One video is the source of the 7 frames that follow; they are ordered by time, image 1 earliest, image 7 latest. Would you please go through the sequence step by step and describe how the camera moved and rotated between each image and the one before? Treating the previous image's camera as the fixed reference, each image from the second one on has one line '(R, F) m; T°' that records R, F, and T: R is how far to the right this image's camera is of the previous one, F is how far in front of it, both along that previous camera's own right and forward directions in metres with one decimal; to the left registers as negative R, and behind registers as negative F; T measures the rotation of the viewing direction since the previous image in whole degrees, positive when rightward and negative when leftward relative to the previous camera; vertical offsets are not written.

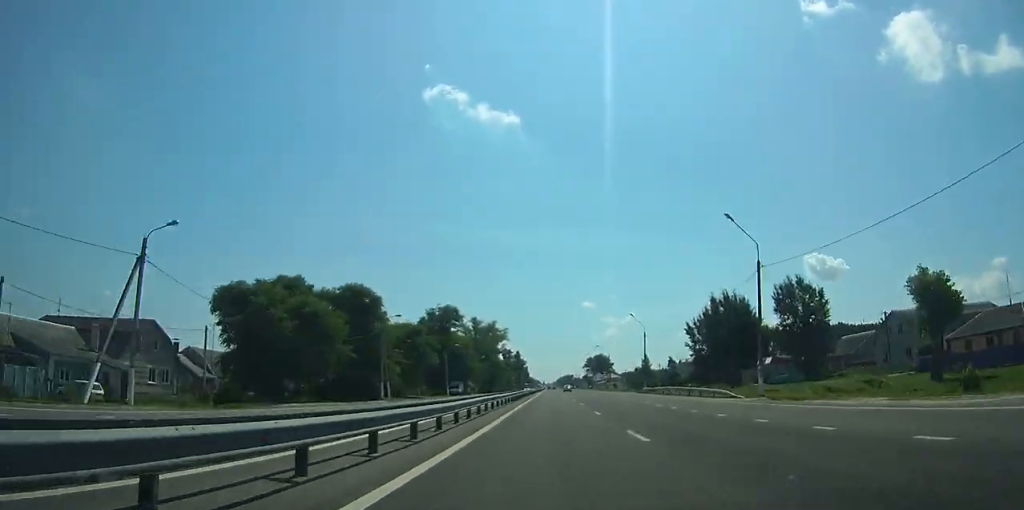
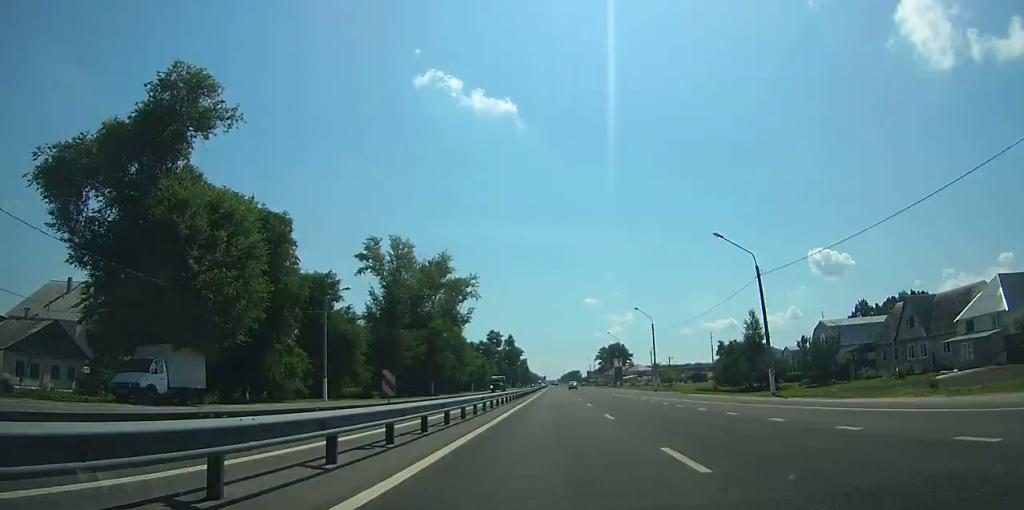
(-0.2, +85.0) m; 0°
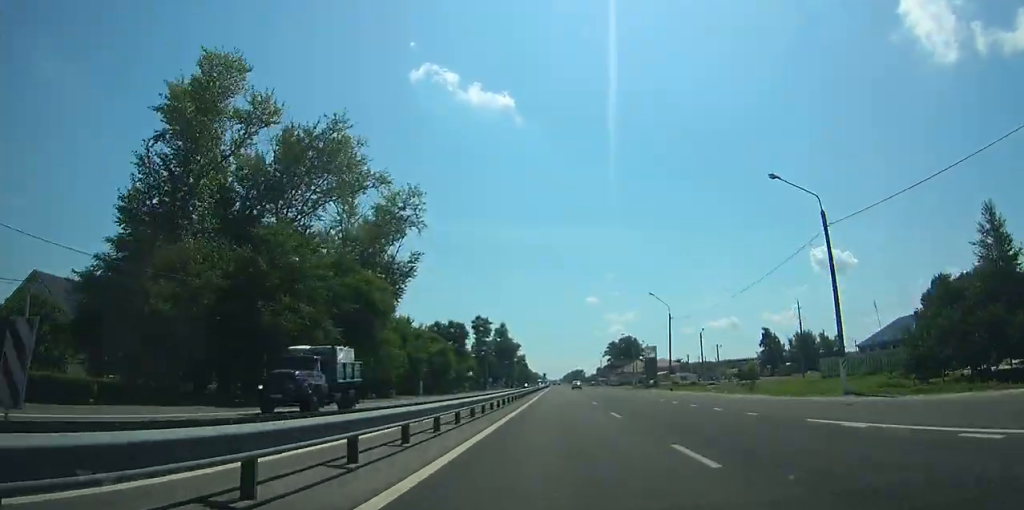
(-0.1, +46.9) m; 0°
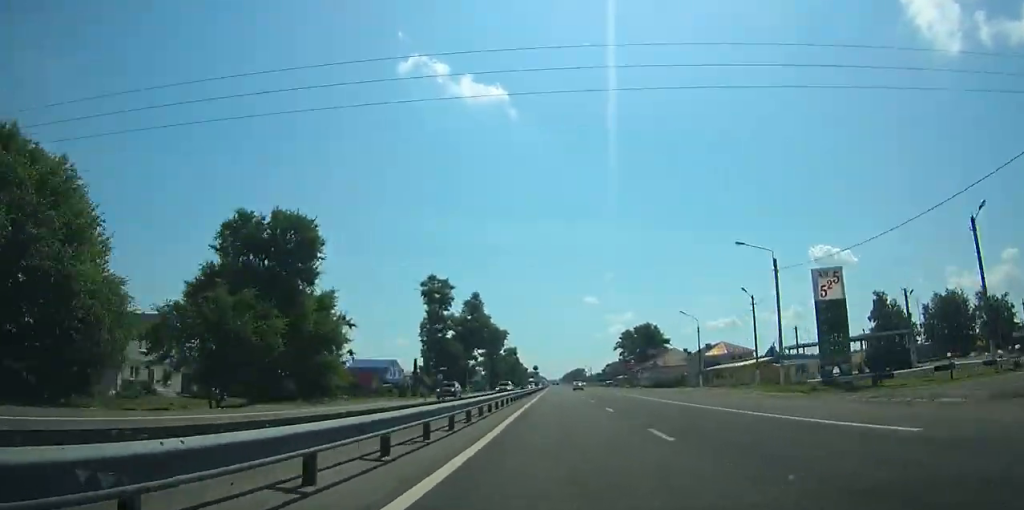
(+0.1, +69.0) m; 0°
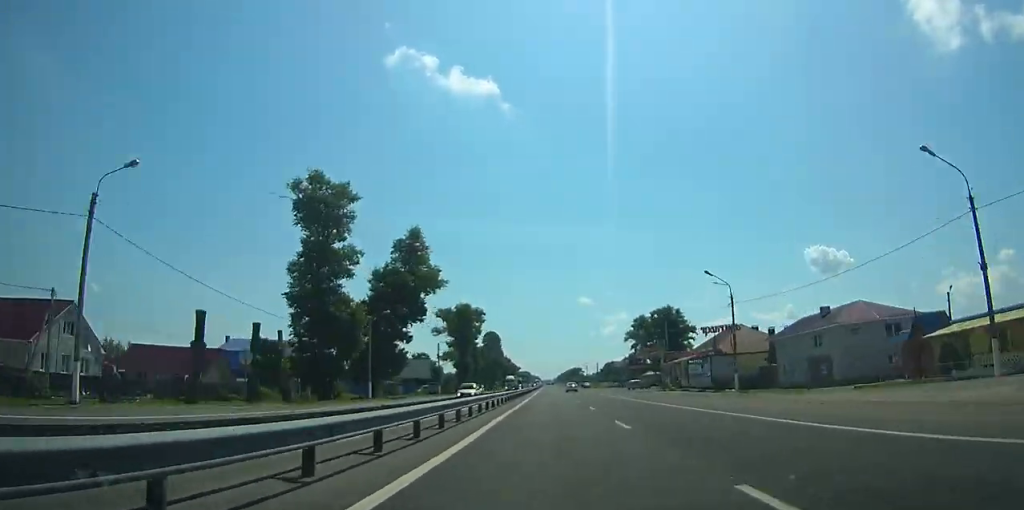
(+0.3, +58.2) m; 0°
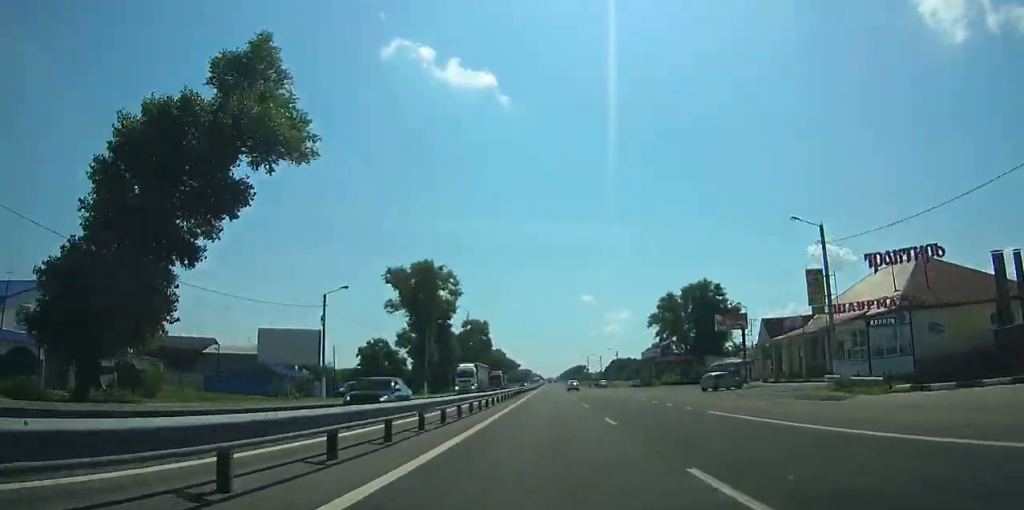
(-0.1, +46.3) m; 0°
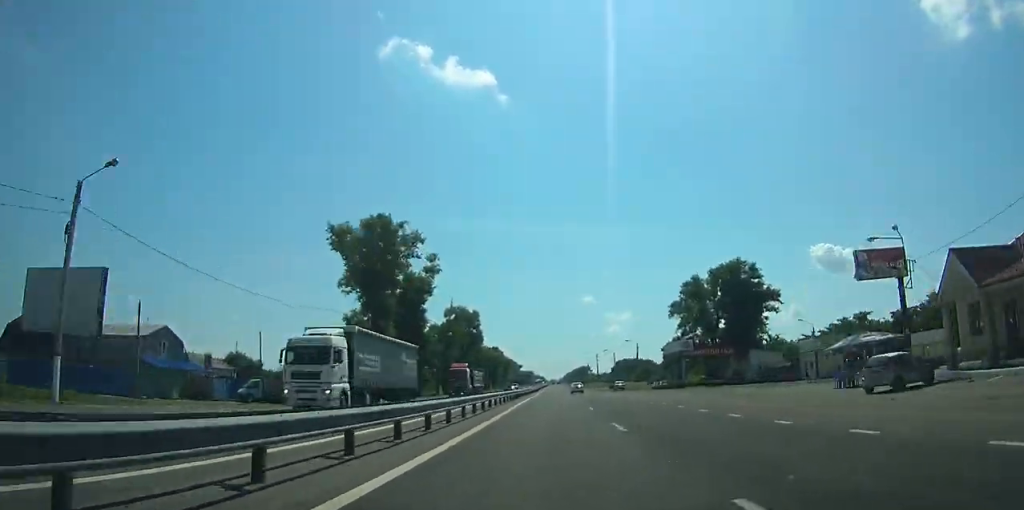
(0.0, +24.9) m; 0°
